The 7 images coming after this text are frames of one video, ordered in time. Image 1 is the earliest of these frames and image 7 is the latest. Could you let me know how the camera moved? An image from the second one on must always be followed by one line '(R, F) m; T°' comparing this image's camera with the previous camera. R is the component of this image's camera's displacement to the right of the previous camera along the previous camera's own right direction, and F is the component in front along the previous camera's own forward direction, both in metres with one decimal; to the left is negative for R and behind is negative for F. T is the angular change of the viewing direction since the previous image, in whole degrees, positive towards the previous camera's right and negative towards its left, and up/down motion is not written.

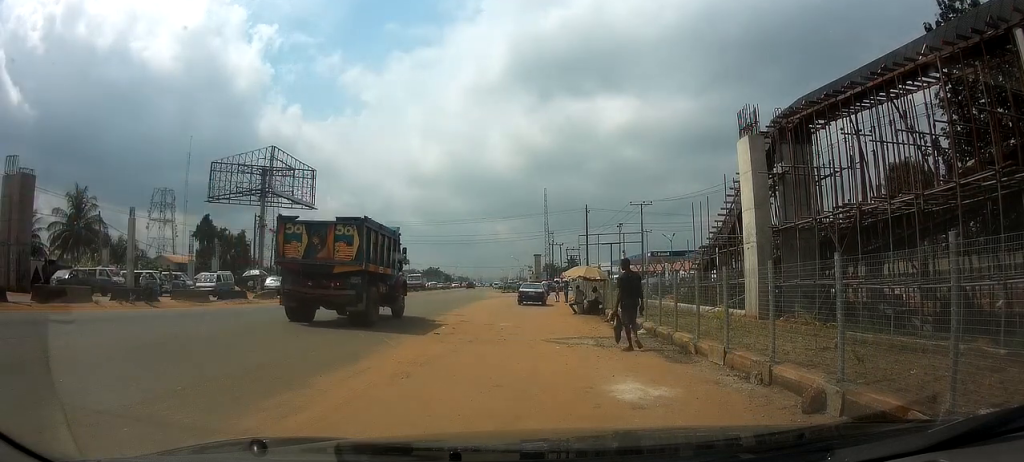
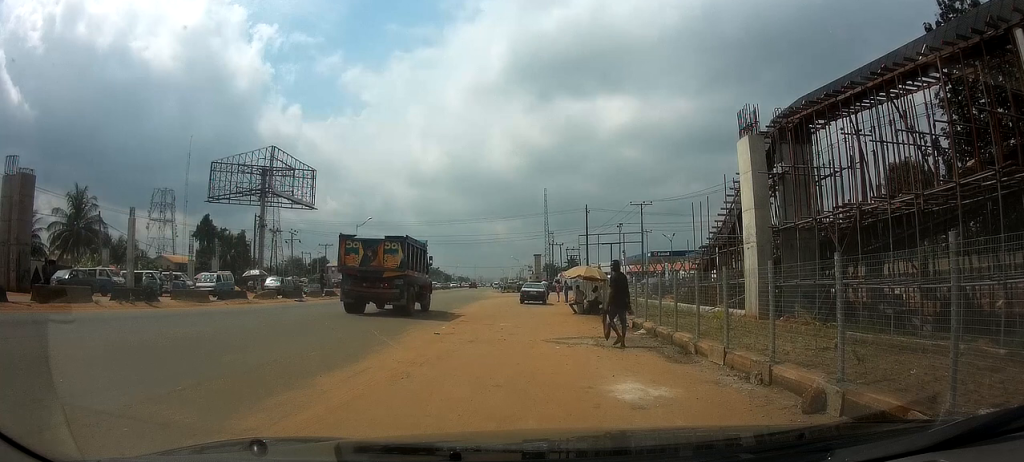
(0.0, 0.0) m; 0°
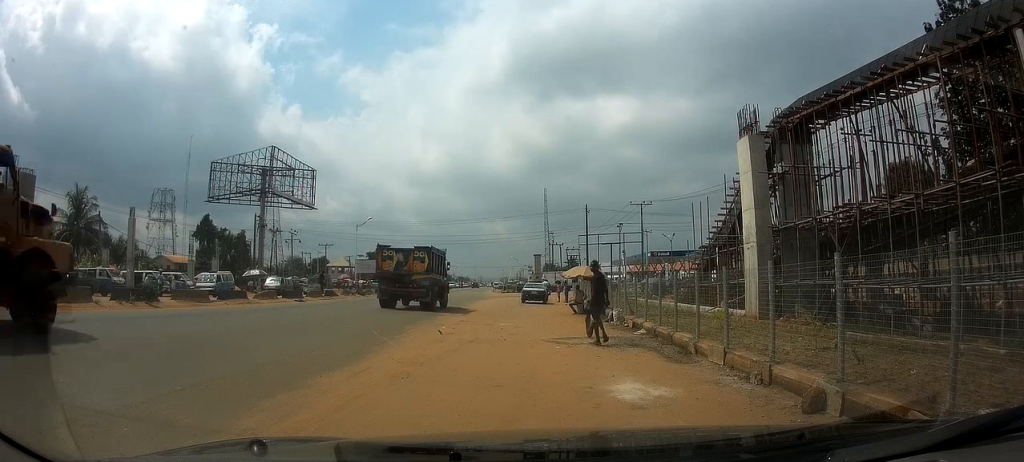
(0.0, 0.0) m; 0°
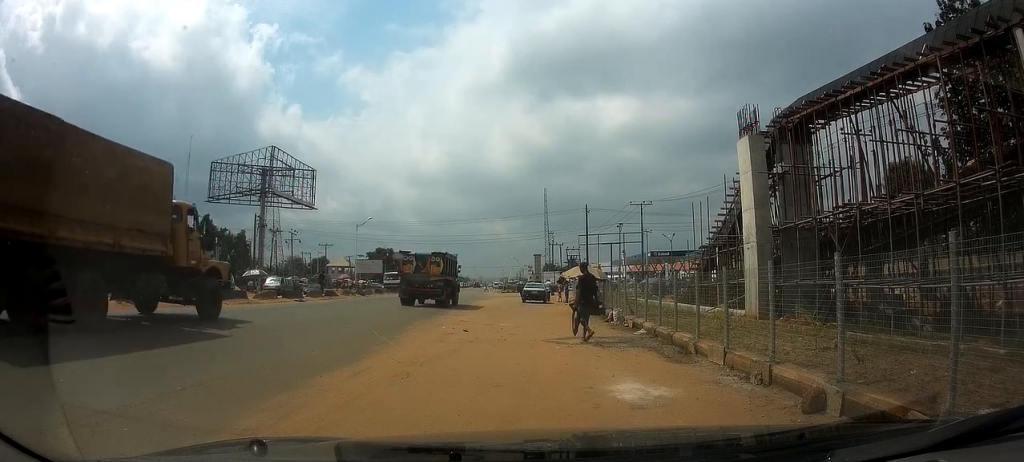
(0.0, 0.0) m; 0°
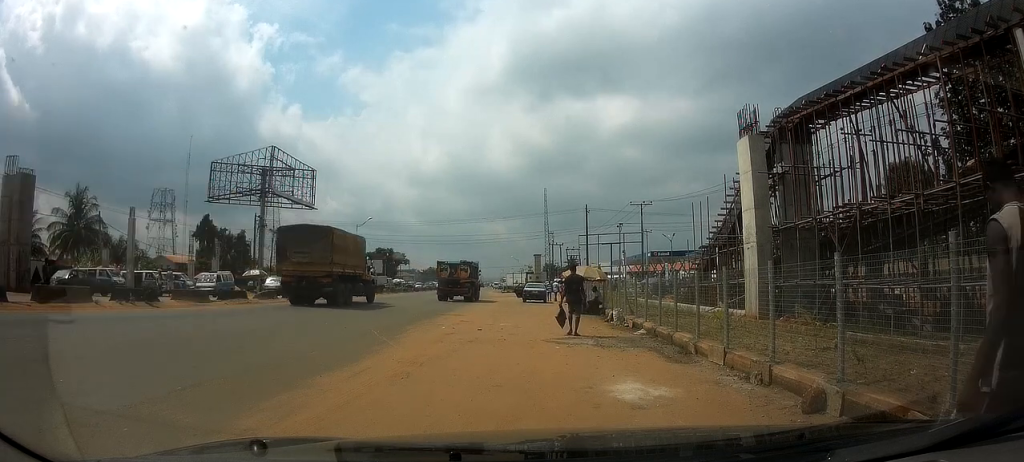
(0.0, 0.0) m; 0°
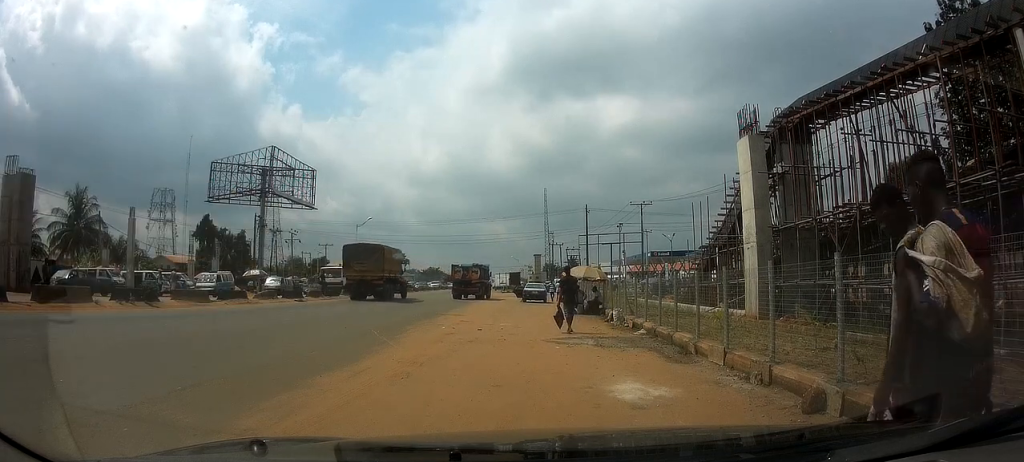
(0.0, 0.0) m; 0°
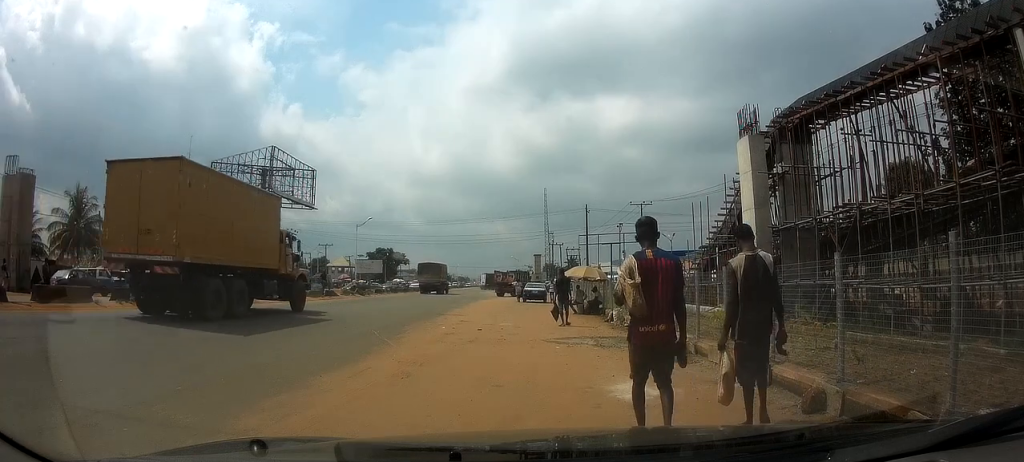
(0.0, 0.0) m; 0°
